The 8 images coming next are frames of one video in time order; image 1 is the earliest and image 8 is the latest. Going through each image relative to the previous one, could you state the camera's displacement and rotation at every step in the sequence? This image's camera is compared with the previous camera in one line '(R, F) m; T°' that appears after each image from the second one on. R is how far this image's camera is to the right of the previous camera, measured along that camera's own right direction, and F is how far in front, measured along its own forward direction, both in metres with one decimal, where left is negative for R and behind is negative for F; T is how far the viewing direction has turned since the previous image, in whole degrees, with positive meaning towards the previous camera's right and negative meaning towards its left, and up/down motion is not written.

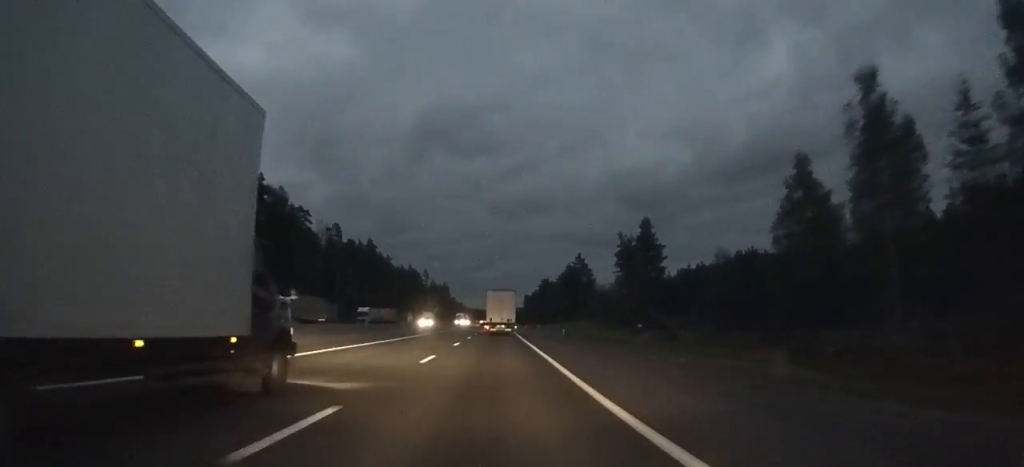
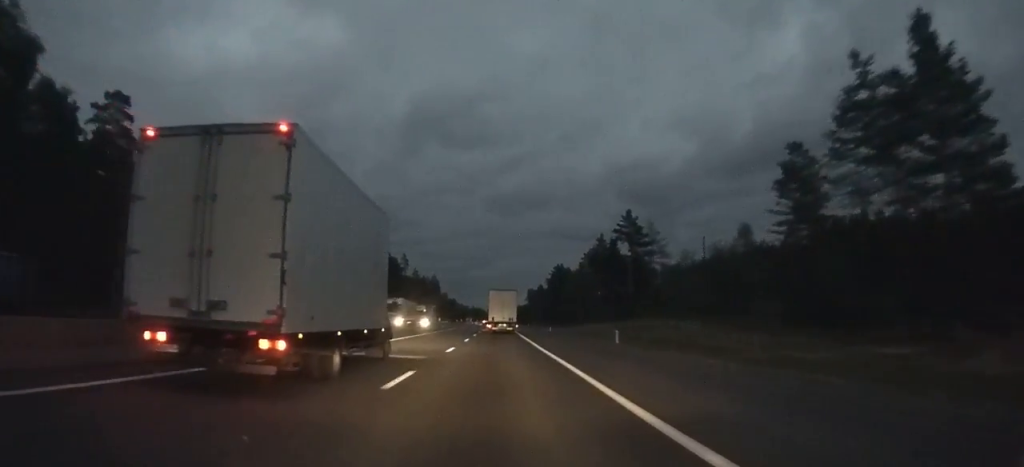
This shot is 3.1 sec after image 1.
(-0.5, +66.5) m; 0°
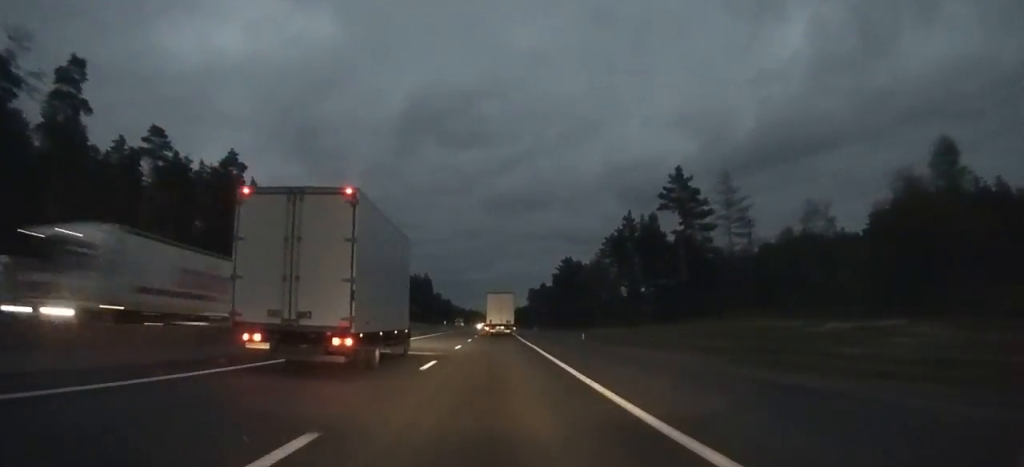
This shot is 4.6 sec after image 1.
(+0.3, +31.1) m; +1°
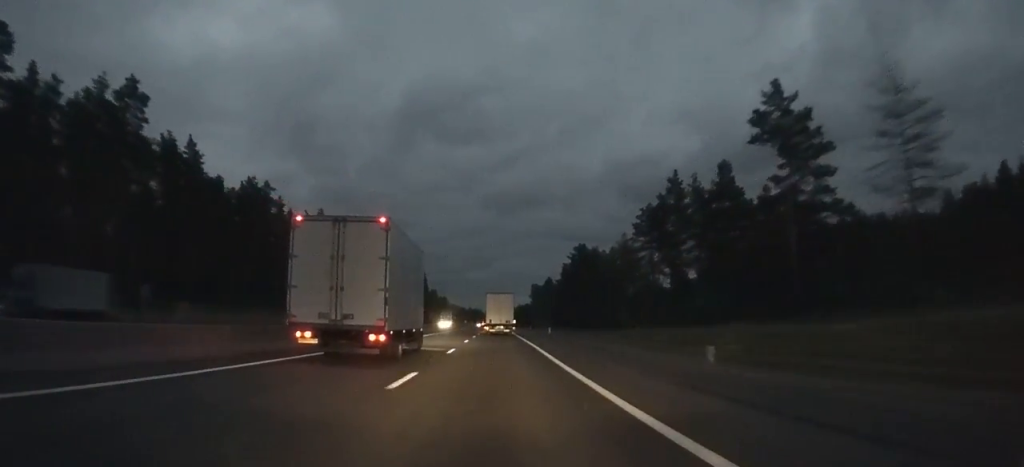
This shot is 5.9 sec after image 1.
(+0.1, +28.4) m; 0°
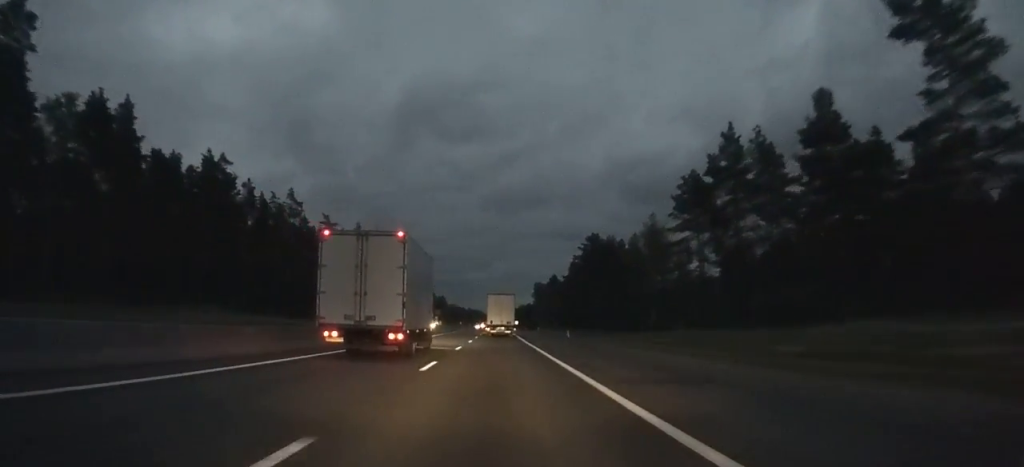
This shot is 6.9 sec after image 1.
(0.0, +19.9) m; 0°
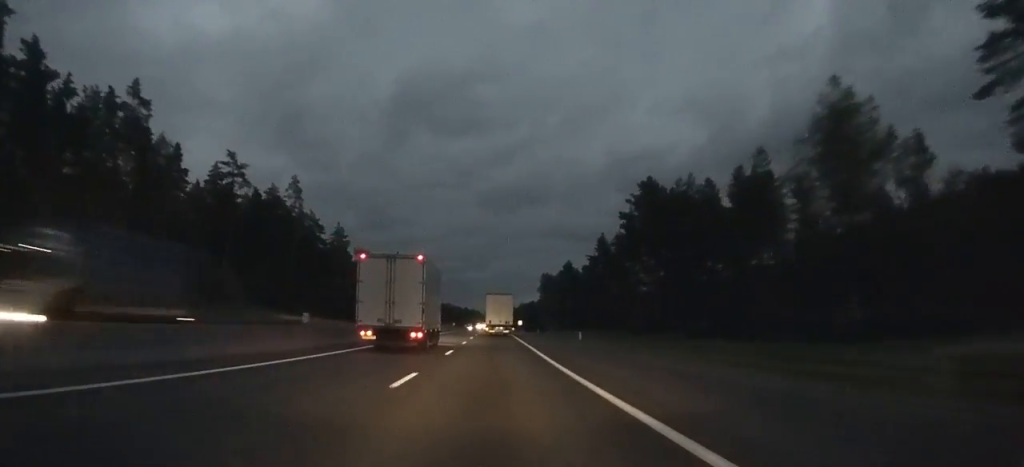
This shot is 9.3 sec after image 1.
(+0.1, +51.2) m; 0°
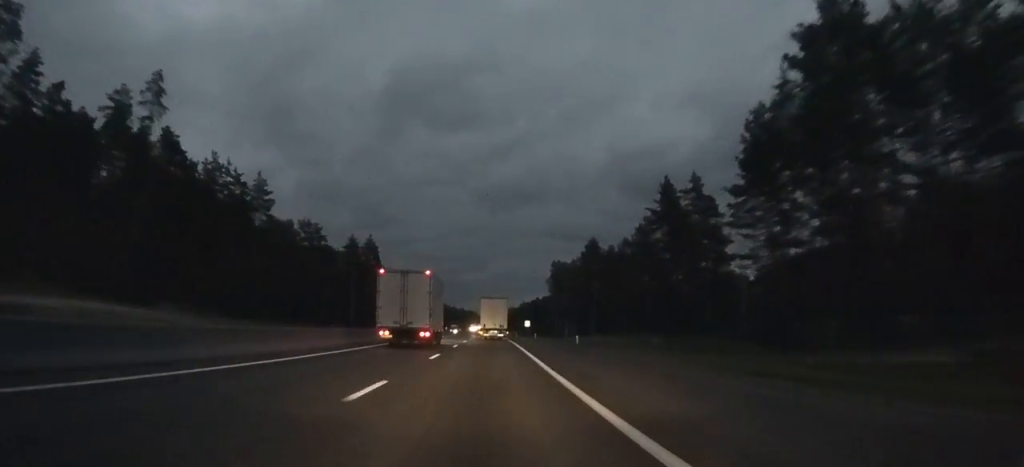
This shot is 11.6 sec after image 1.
(-0.5, +49.9) m; -1°
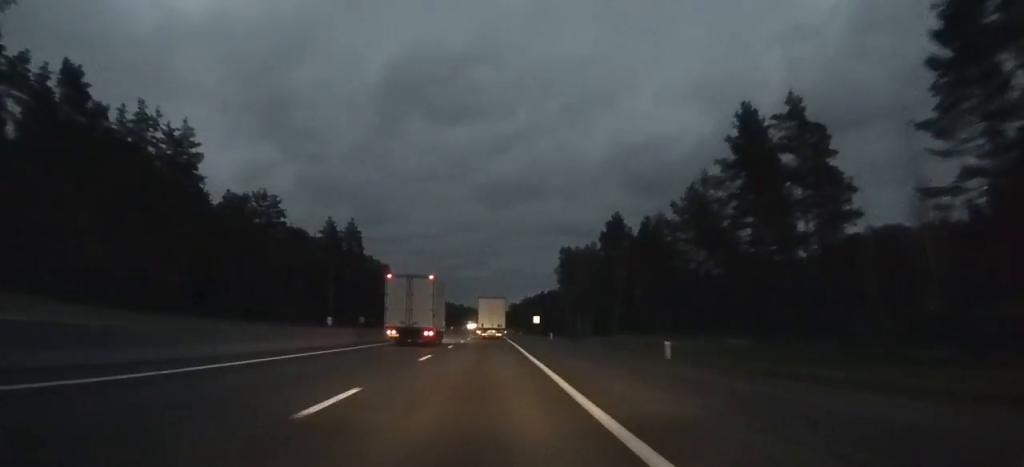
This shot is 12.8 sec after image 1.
(-0.1, +25.7) m; 0°
